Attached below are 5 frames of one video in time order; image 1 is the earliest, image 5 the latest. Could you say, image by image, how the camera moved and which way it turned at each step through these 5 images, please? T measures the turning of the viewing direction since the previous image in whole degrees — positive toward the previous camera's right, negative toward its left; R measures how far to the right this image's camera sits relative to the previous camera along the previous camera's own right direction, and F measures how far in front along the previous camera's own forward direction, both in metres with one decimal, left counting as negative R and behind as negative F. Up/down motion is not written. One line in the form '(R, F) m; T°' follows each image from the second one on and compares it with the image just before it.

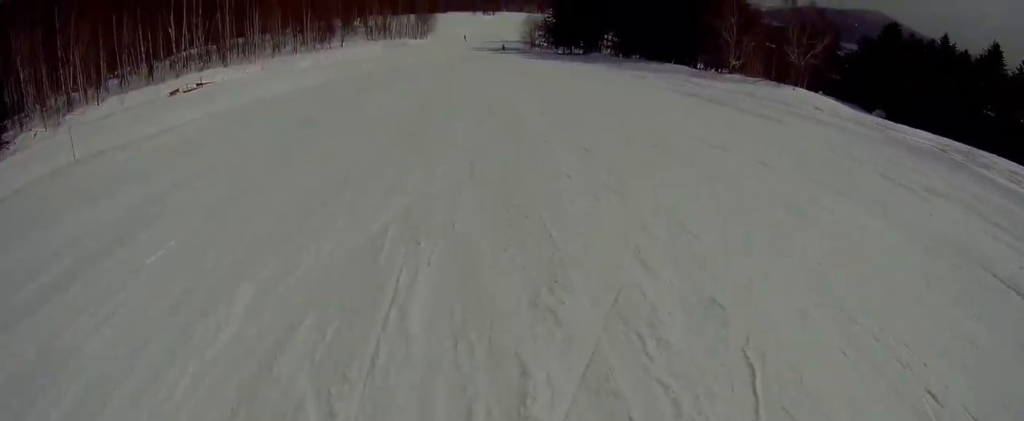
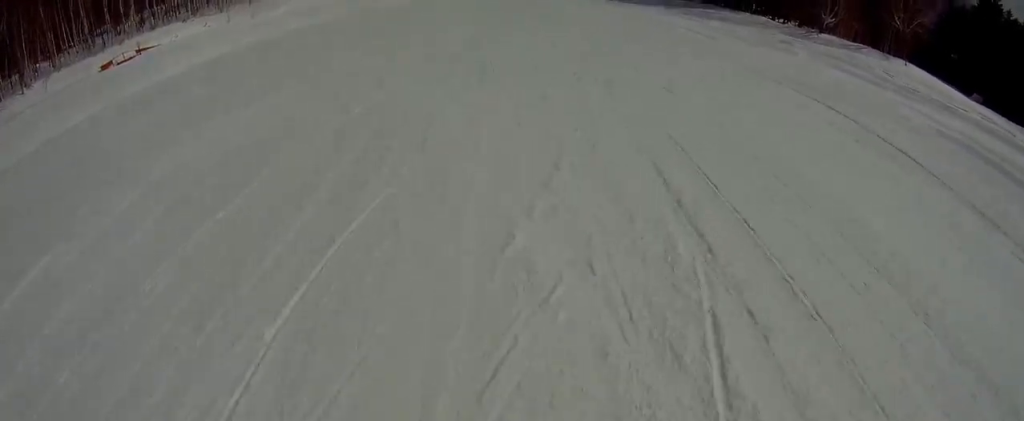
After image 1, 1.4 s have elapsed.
(+2.9, +16.6) m; +5°
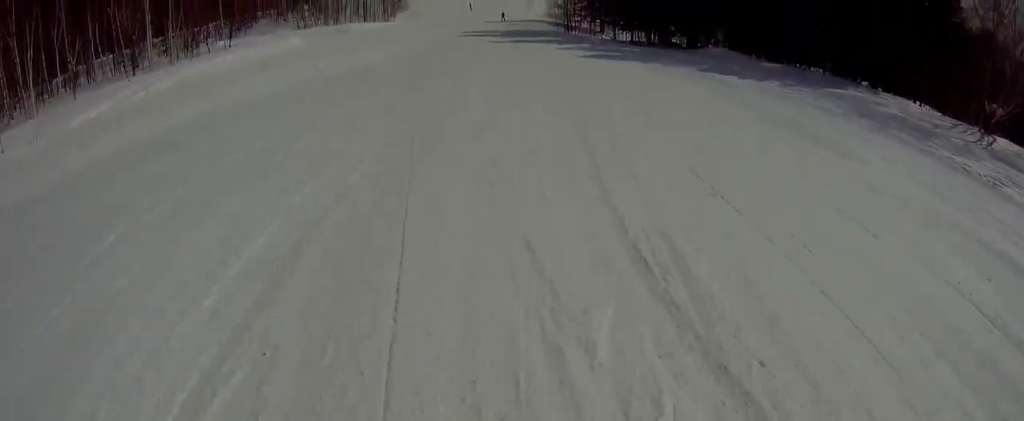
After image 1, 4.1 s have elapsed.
(-5.5, +31.2) m; -13°
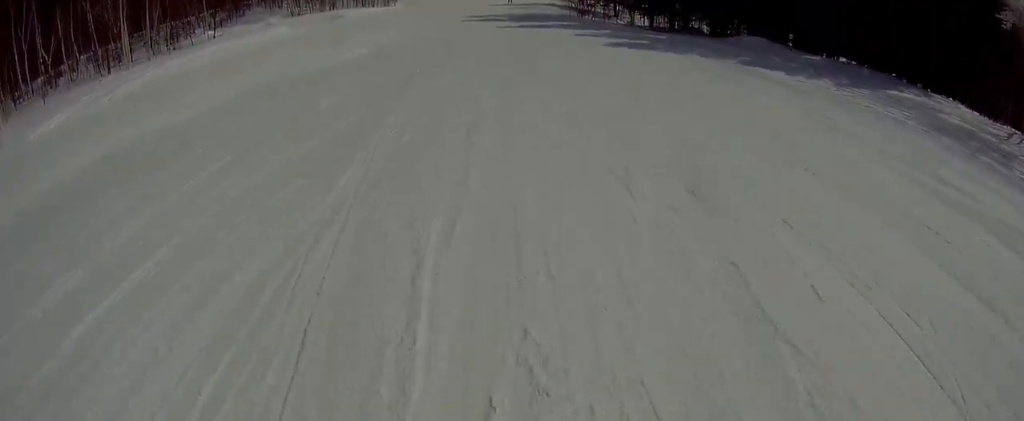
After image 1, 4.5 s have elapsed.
(+0.5, +5.0) m; +4°
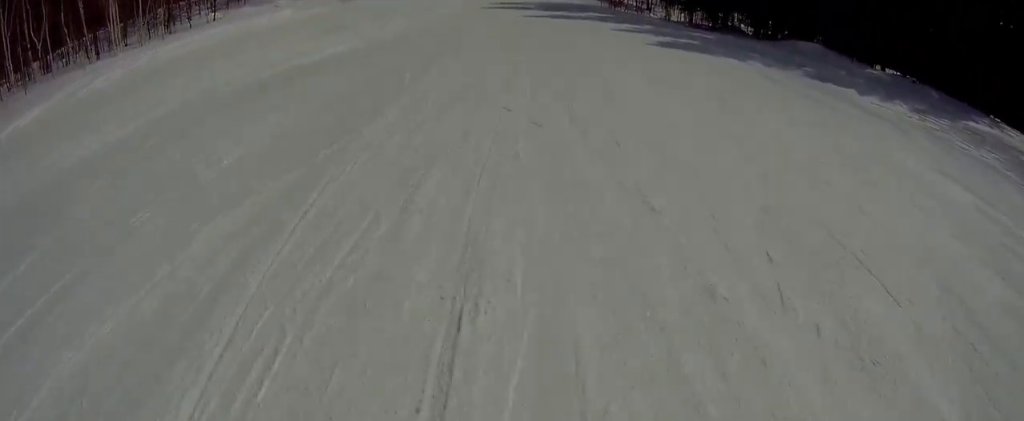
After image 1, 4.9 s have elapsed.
(+0.2, +4.8) m; +4°
